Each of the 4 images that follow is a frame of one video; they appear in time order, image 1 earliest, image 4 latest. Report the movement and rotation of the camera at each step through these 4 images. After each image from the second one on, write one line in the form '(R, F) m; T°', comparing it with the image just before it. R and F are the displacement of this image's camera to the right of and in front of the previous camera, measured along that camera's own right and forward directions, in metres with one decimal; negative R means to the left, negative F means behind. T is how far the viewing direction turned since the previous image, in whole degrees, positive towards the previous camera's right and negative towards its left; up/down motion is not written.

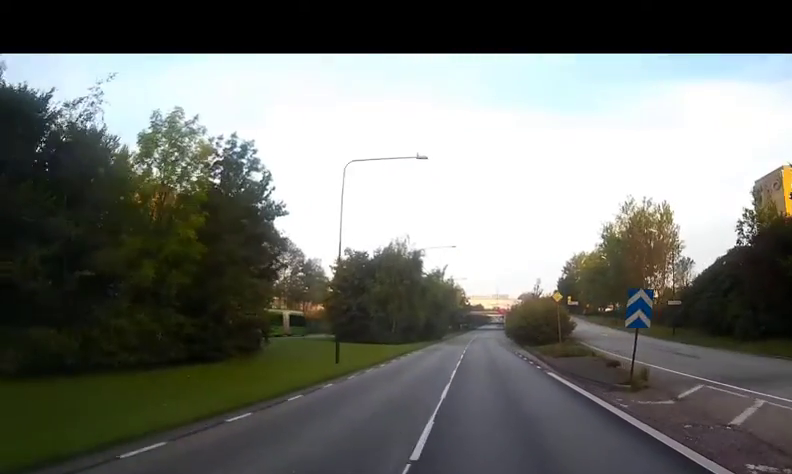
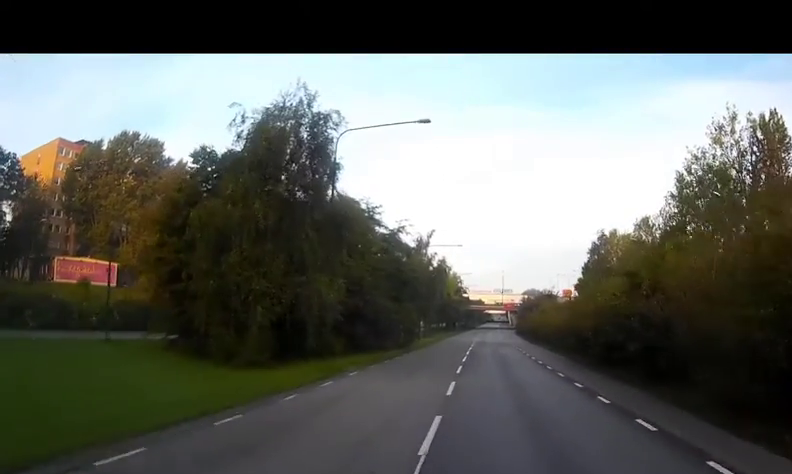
(-0.6, +35.3) m; -2°
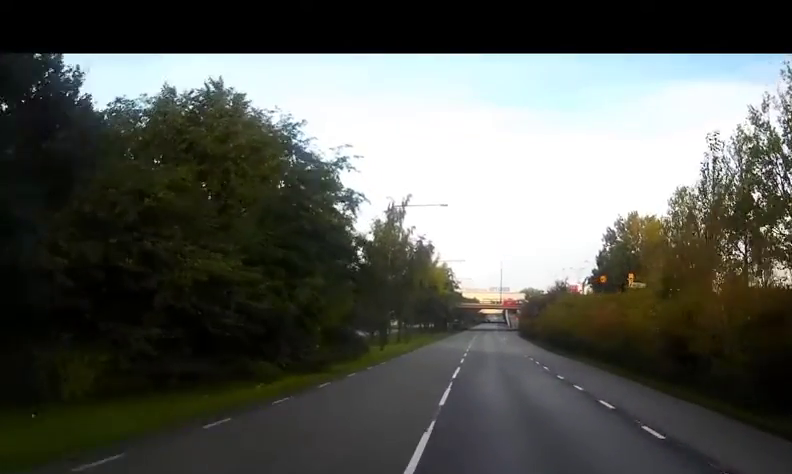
(+0.2, +19.2) m; +1°
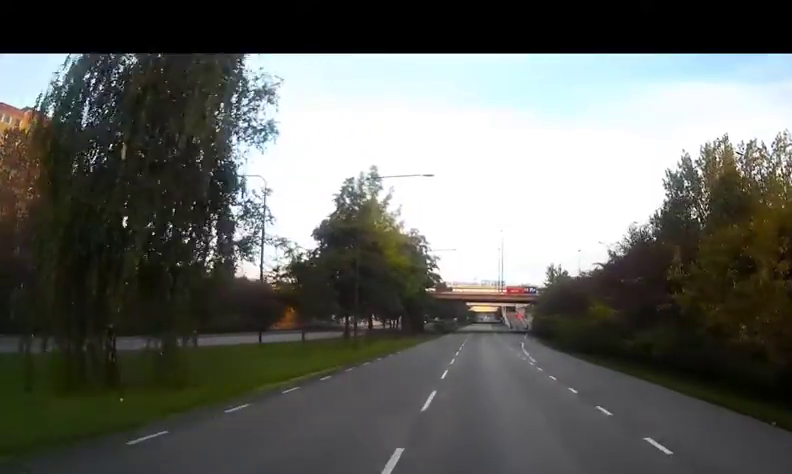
(+1.5, +39.3) m; +4°
